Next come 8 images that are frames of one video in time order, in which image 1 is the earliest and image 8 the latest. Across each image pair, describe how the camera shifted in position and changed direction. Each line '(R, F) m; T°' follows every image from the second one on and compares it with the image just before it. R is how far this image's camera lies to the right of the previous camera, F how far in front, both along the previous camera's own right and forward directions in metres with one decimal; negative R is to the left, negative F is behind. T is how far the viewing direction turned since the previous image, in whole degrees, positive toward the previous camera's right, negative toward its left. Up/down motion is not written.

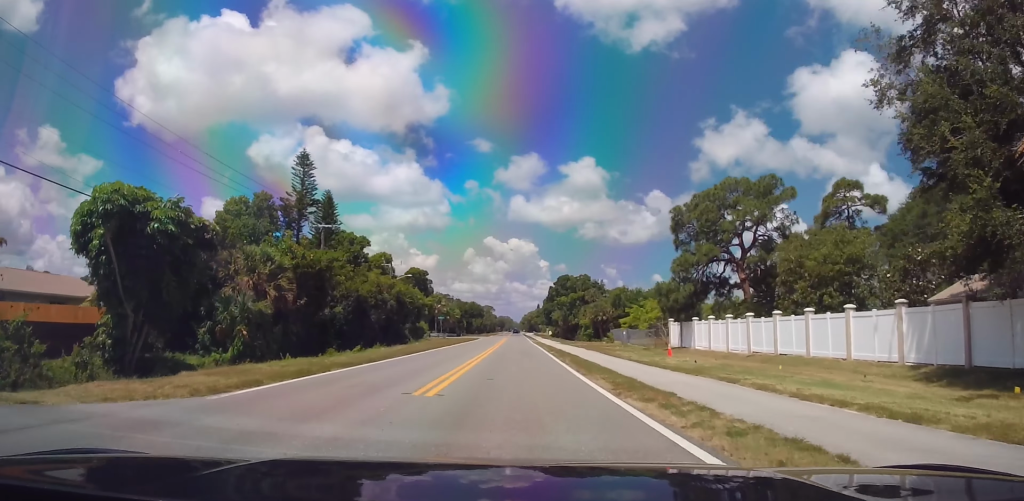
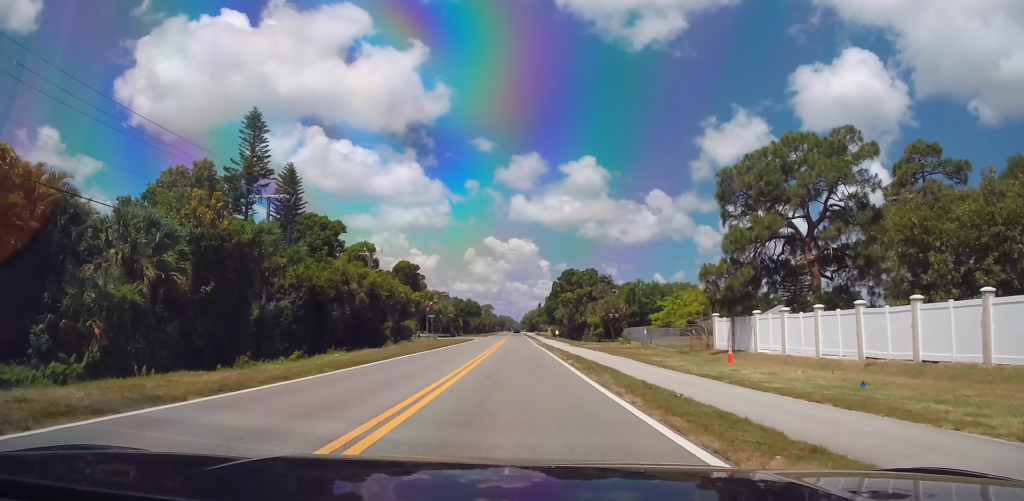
(0.0, +12.5) m; -1°
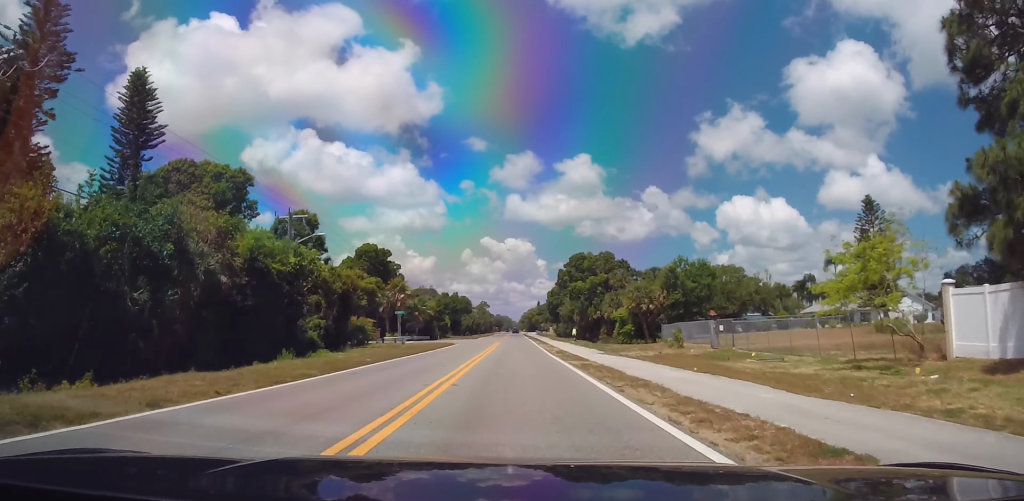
(-0.6, +25.2) m; -1°
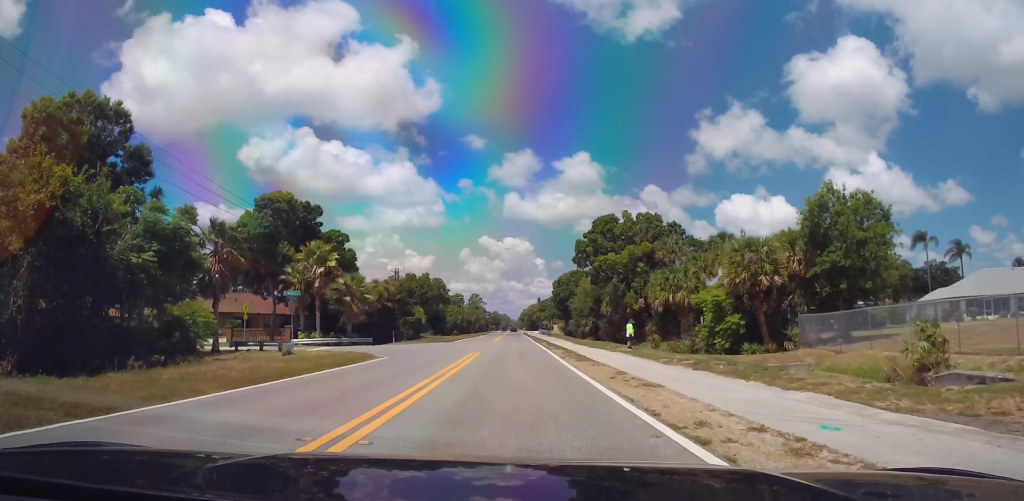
(+0.7, +34.0) m; +1°
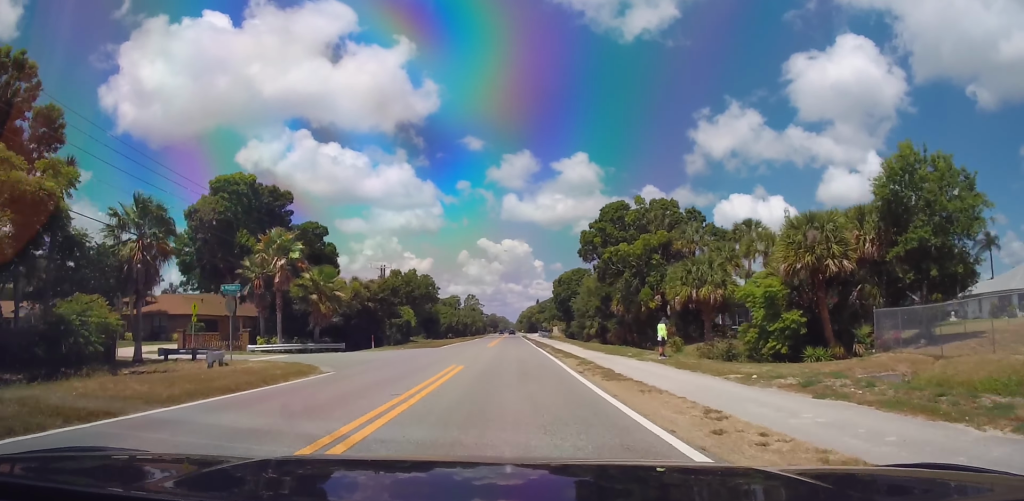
(-0.2, +8.1) m; 0°
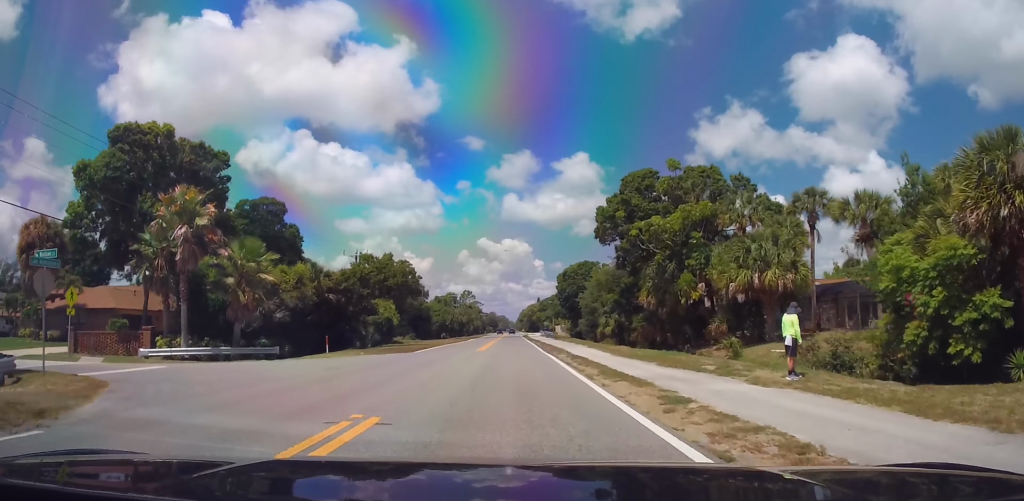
(+0.1, +12.9) m; 0°
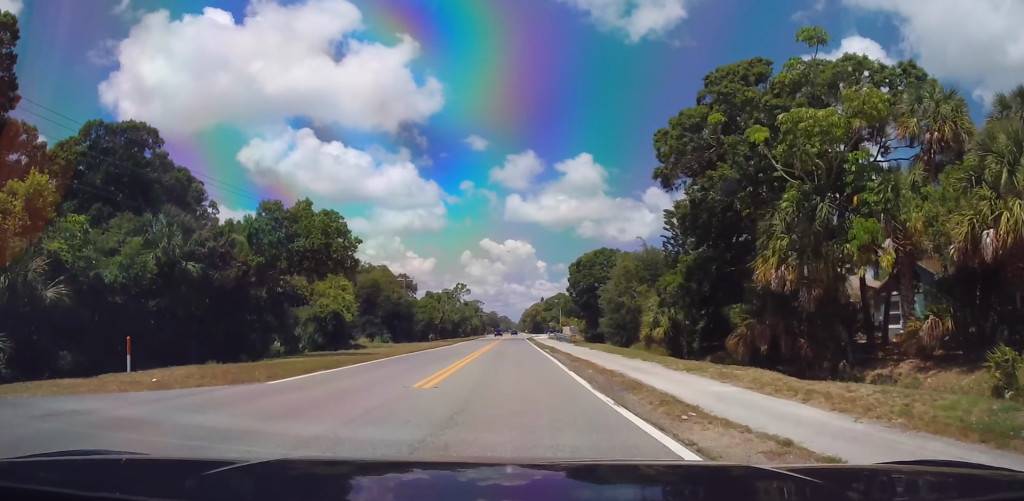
(0.0, +21.9) m; 0°
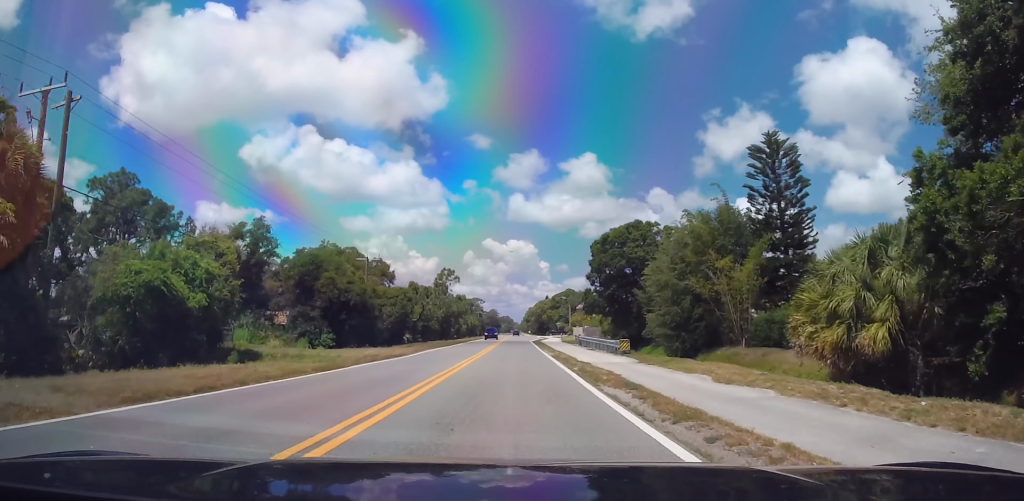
(+0.3, +26.3) m; 0°
